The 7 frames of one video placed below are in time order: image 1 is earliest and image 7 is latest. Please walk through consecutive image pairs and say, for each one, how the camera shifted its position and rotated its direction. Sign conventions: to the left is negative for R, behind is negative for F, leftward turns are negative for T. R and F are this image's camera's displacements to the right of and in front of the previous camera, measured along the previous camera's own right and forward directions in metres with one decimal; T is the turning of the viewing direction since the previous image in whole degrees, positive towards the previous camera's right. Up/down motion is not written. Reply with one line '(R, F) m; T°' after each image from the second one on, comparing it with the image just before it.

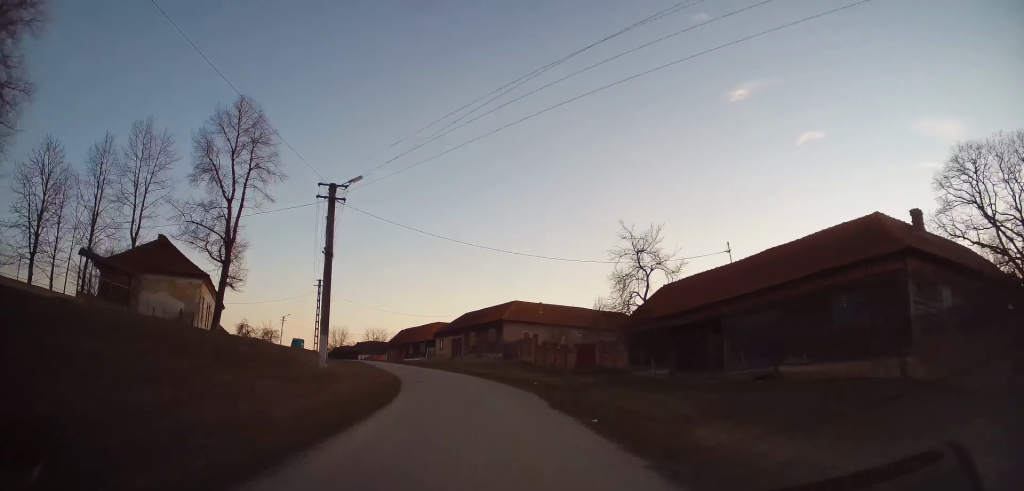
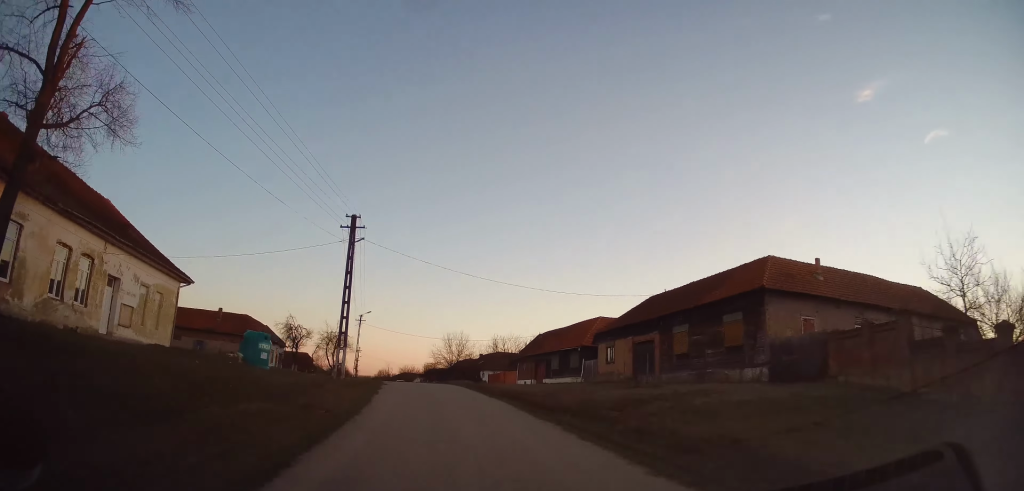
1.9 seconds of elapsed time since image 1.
(-2.6, +32.0) m; -11°
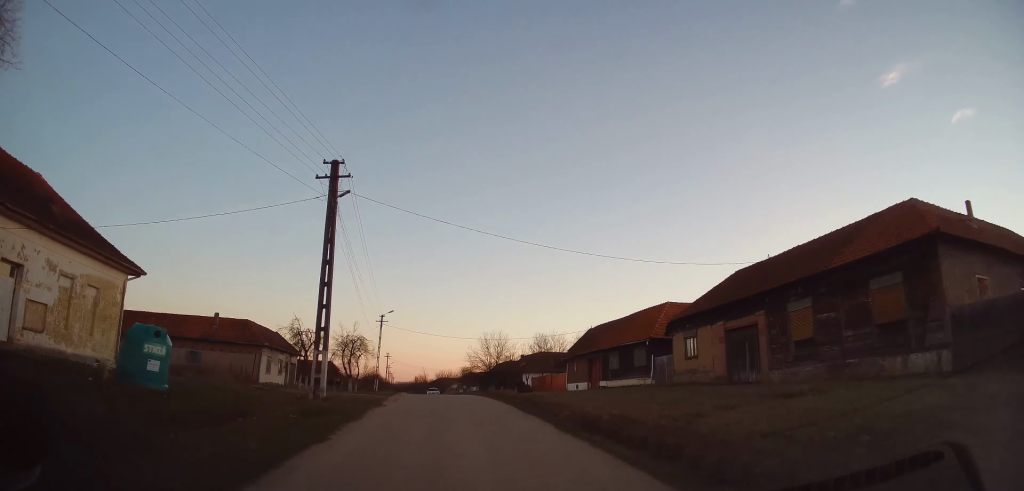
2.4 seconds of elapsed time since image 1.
(-0.4, +8.8) m; -4°
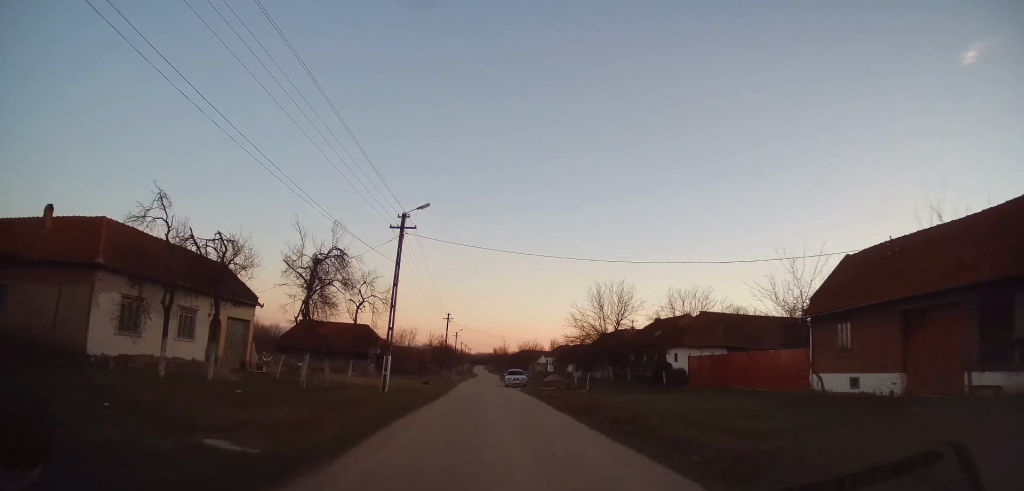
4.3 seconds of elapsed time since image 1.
(-3.7, +31.1) m; -10°
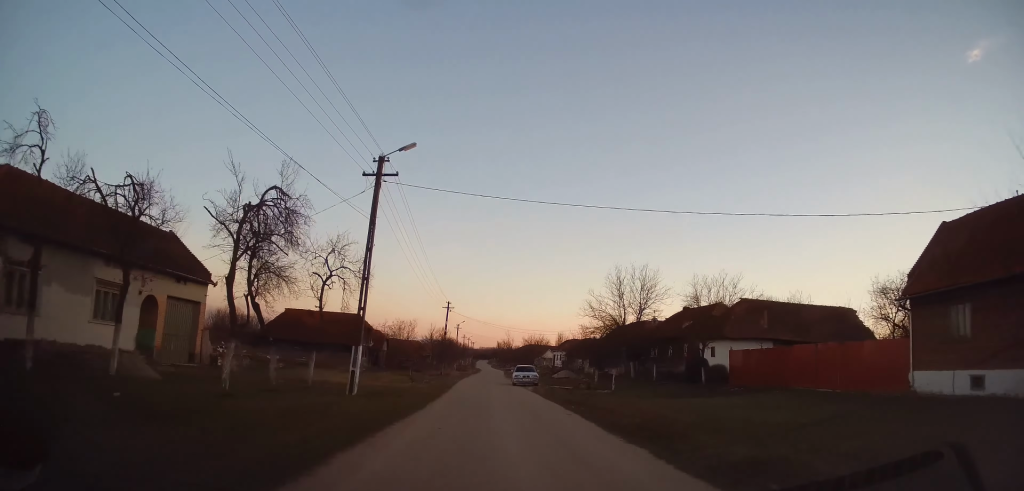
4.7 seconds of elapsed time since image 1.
(-0.1, +6.7) m; 0°
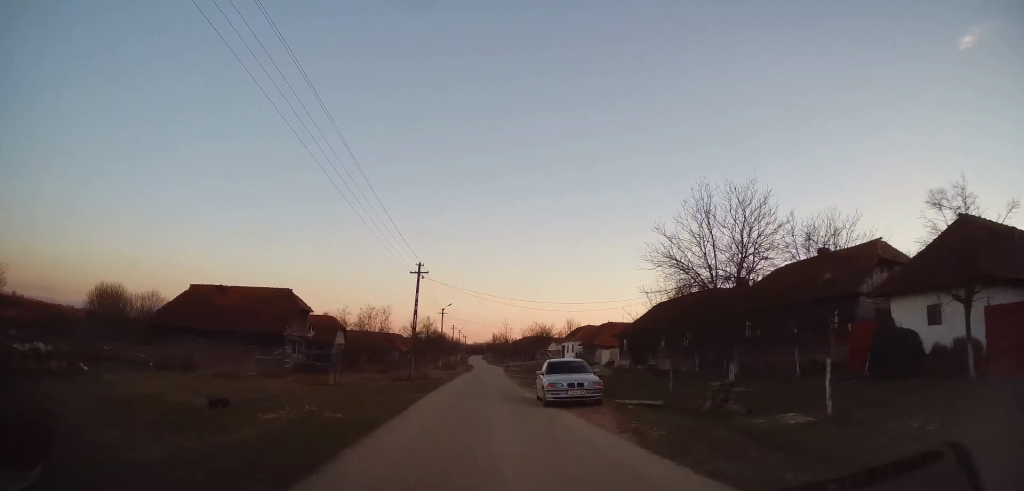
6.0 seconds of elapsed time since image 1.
(+0.2, +21.0) m; +1°
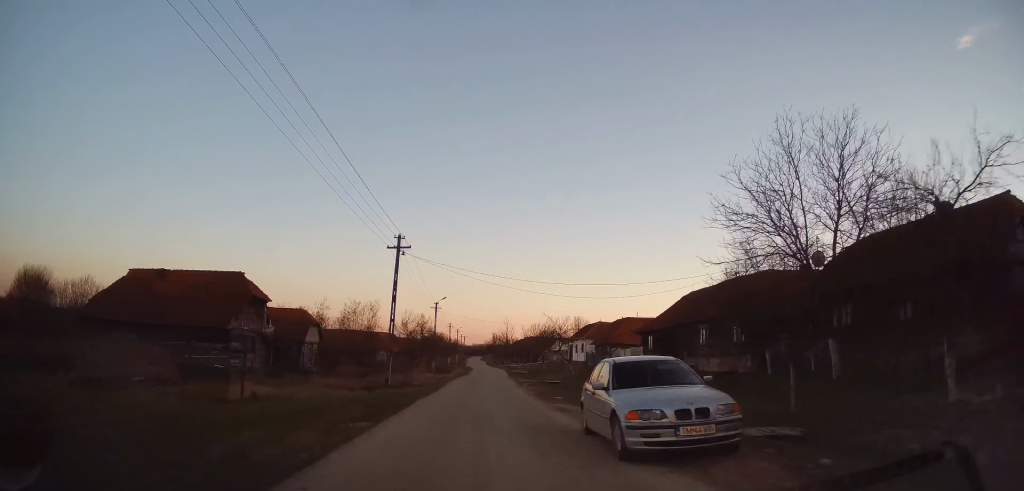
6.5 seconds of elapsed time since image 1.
(+0.1, +8.8) m; 0°
